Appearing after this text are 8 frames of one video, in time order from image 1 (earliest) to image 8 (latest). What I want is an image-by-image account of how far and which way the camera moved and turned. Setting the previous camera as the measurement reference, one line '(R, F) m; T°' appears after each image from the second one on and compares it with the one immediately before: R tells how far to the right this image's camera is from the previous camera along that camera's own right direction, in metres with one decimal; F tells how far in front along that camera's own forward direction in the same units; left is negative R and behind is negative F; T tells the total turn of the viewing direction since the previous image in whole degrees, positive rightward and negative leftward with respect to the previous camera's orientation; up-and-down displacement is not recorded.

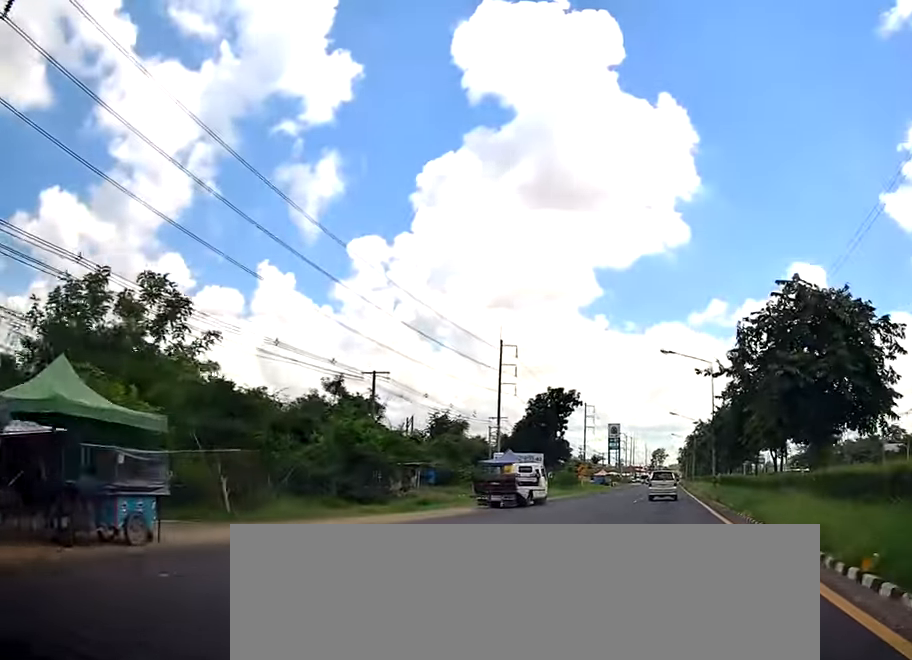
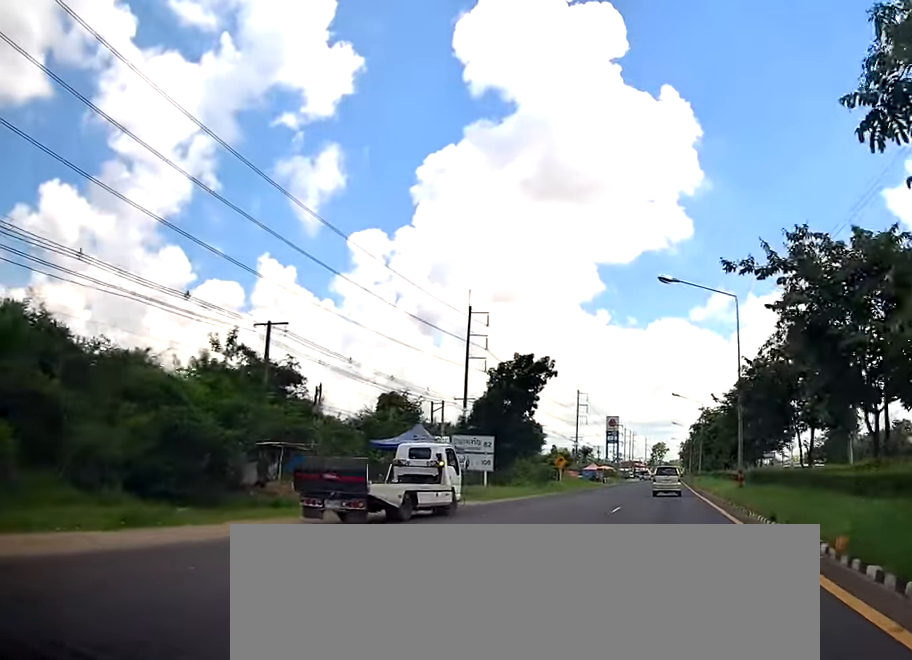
(-0.2, +16.0) m; -1°
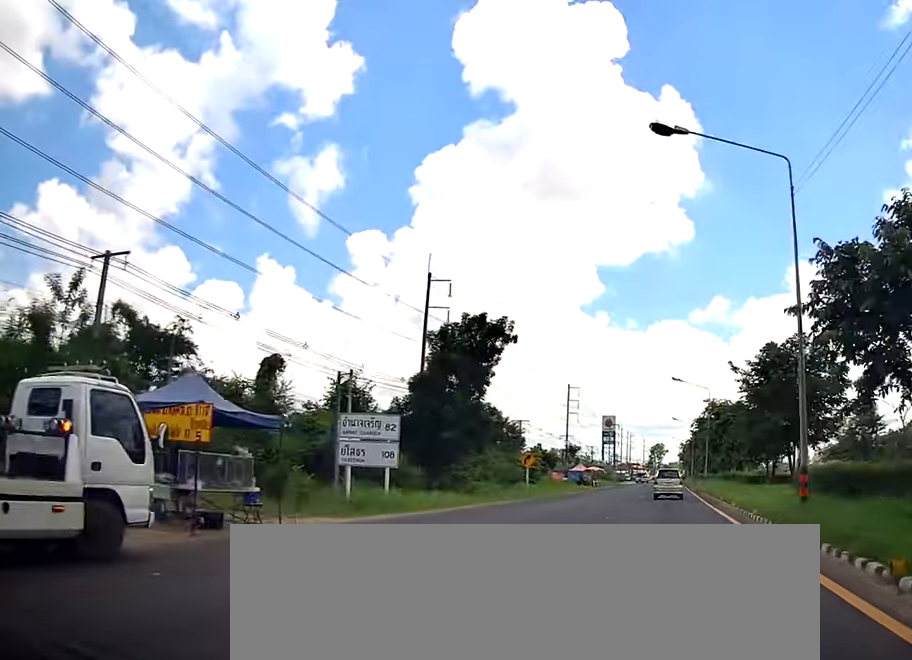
(-0.1, +14.0) m; 0°
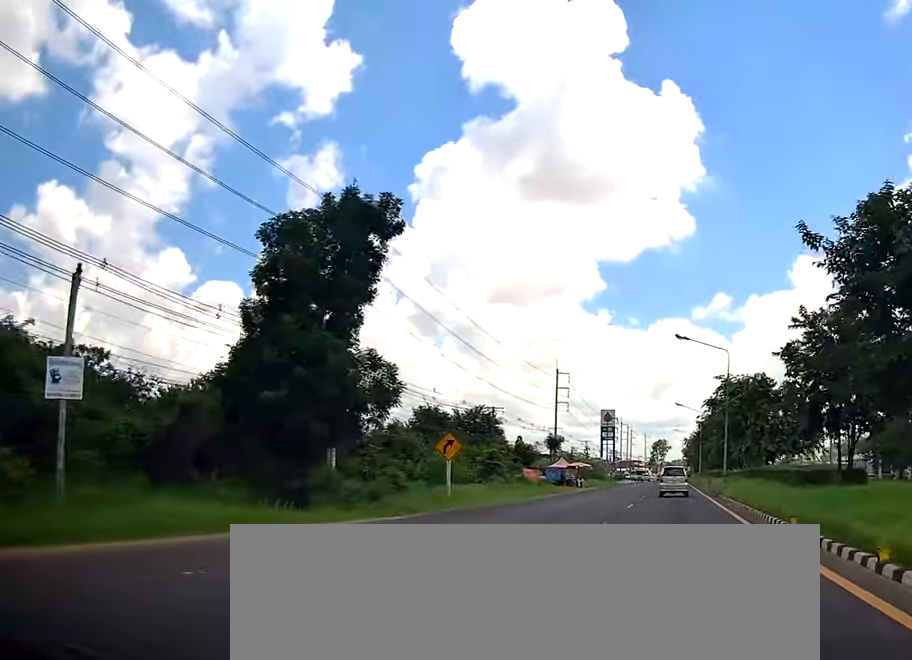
(+0.3, +17.6) m; +1°
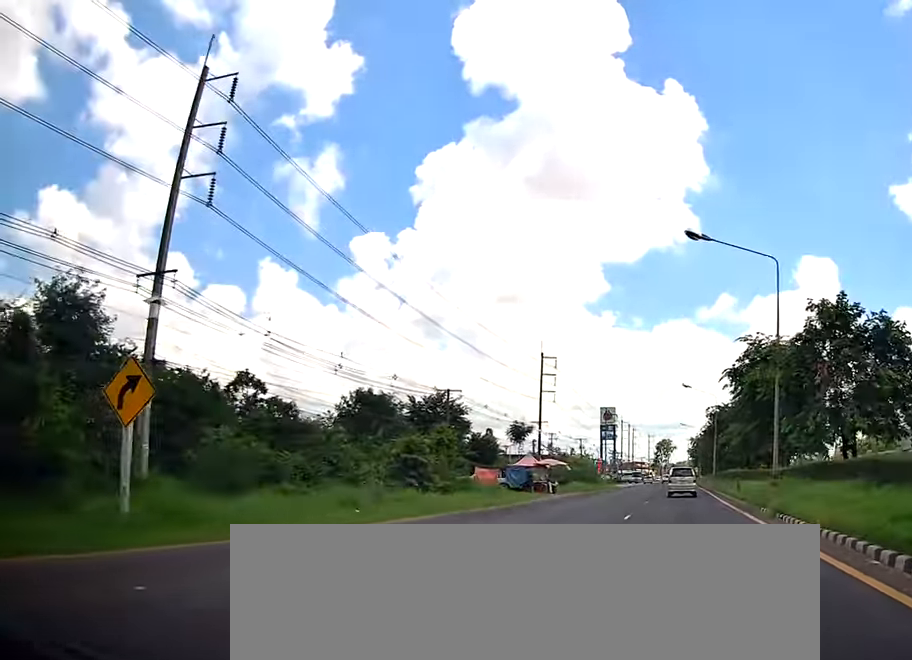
(-0.1, +19.0) m; 0°
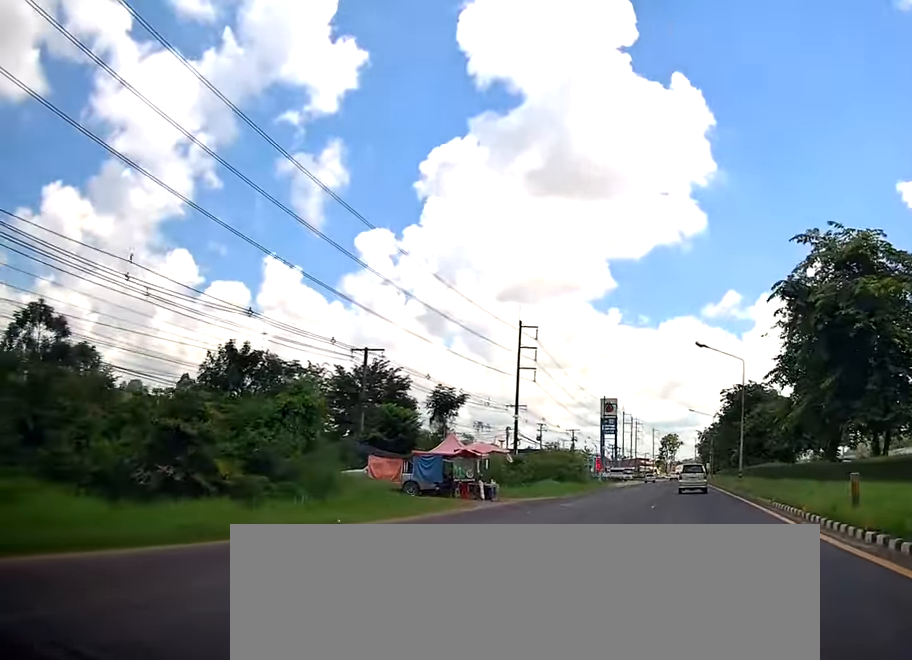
(0.0, +19.9) m; -1°
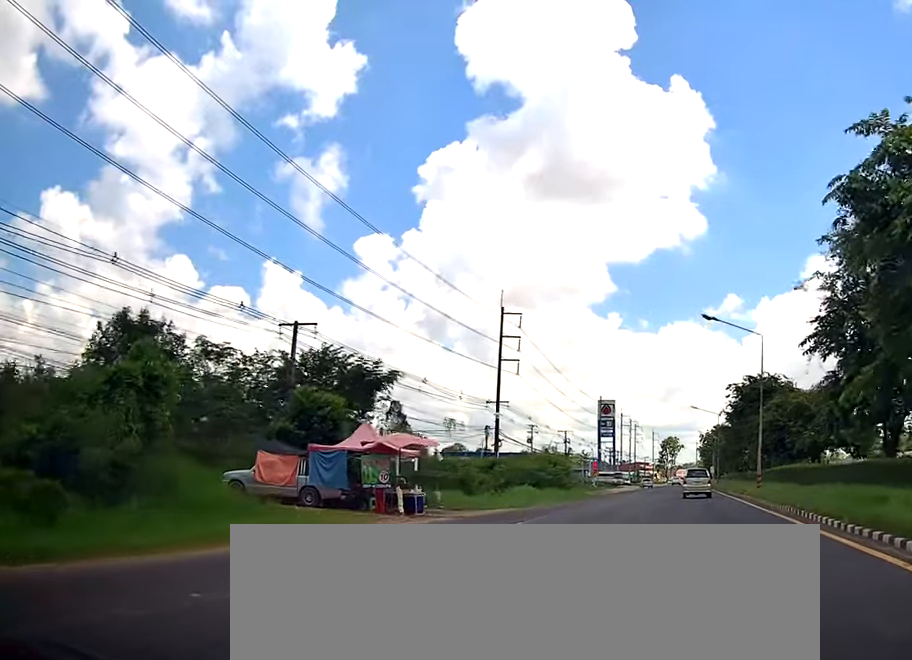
(0.0, +9.6) m; -1°
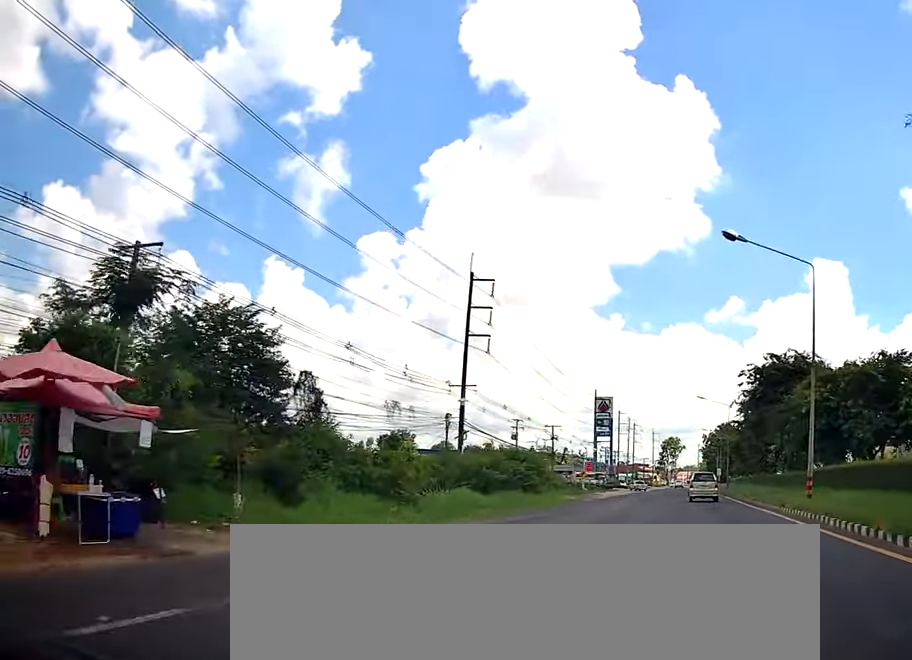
(-0.1, +13.4) m; -1°
